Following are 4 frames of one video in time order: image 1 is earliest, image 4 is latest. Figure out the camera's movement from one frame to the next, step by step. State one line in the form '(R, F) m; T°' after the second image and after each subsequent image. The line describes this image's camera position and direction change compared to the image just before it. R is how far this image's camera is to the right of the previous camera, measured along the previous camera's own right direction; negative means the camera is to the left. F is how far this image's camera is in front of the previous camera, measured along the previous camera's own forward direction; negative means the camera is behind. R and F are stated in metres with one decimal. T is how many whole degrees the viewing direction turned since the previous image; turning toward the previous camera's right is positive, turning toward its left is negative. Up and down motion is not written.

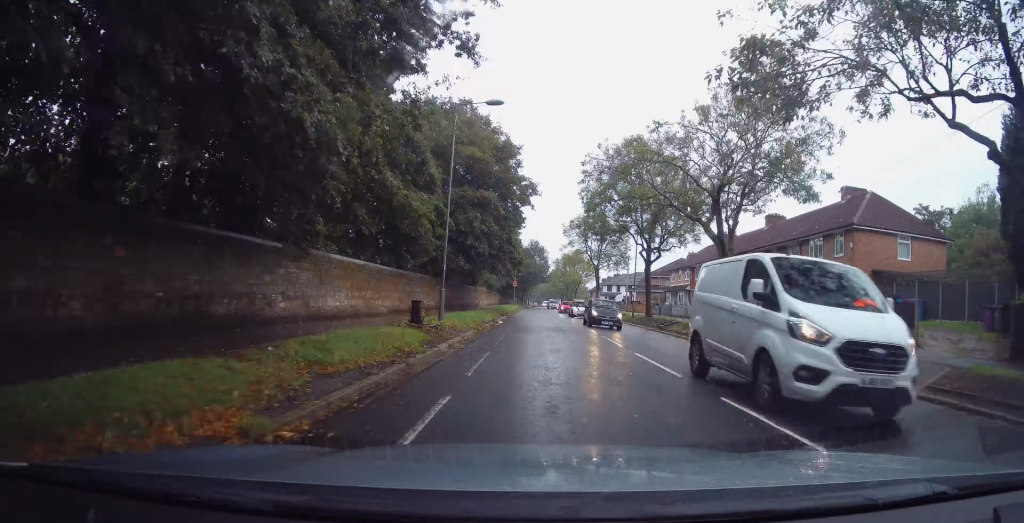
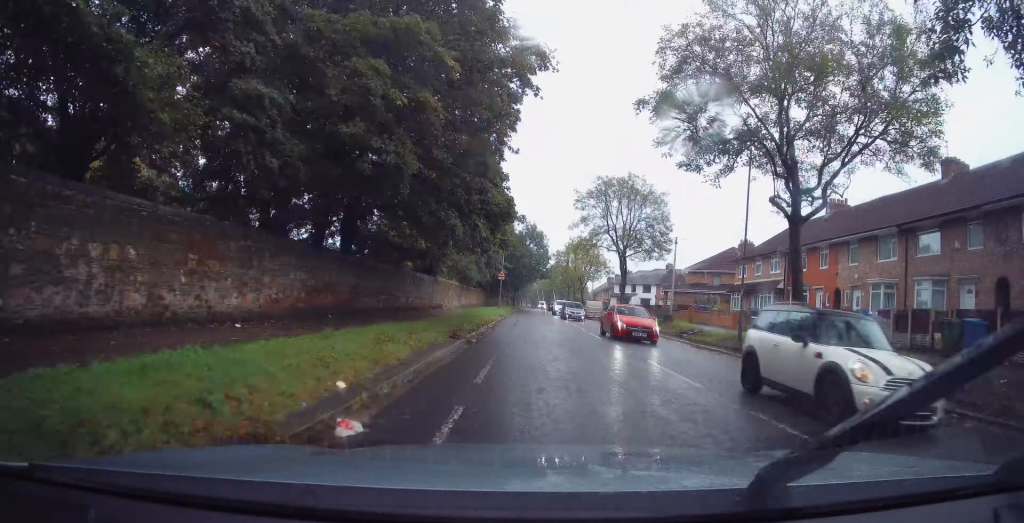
(-1.0, +24.9) m; -1°
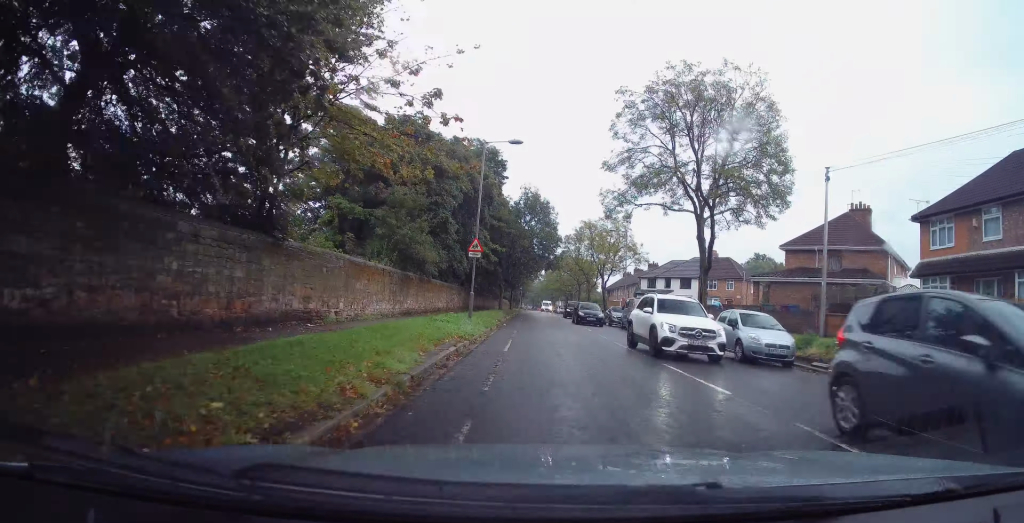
(+0.8, +24.6) m; +1°
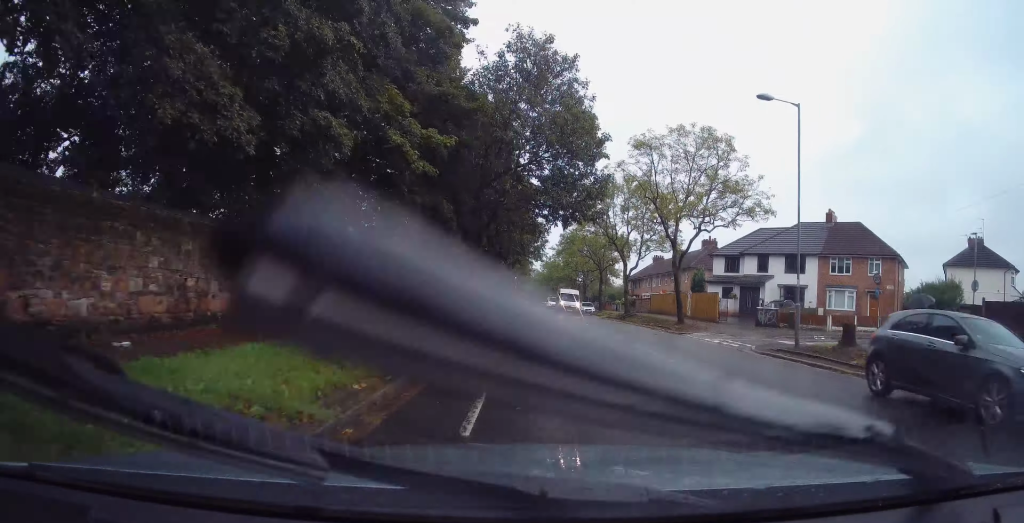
(+0.4, +33.0) m; +2°
